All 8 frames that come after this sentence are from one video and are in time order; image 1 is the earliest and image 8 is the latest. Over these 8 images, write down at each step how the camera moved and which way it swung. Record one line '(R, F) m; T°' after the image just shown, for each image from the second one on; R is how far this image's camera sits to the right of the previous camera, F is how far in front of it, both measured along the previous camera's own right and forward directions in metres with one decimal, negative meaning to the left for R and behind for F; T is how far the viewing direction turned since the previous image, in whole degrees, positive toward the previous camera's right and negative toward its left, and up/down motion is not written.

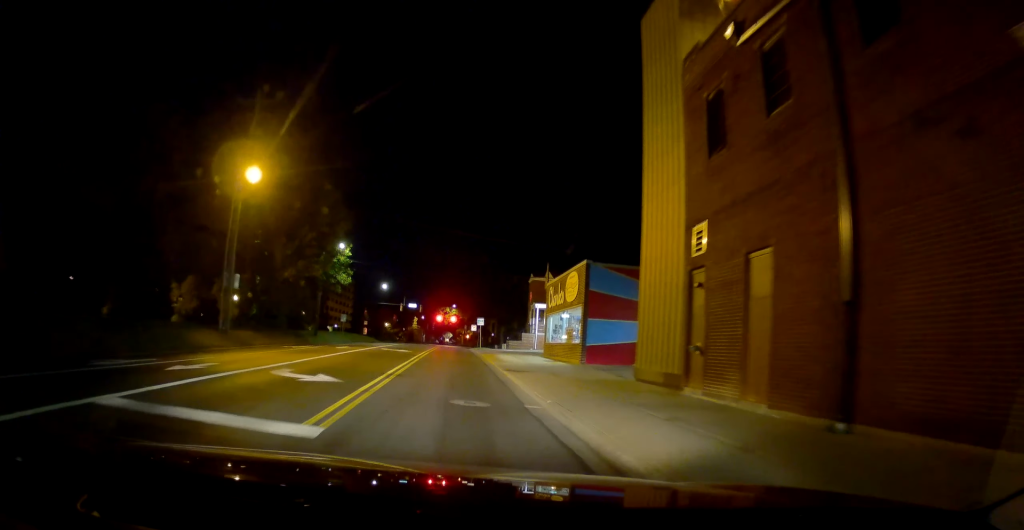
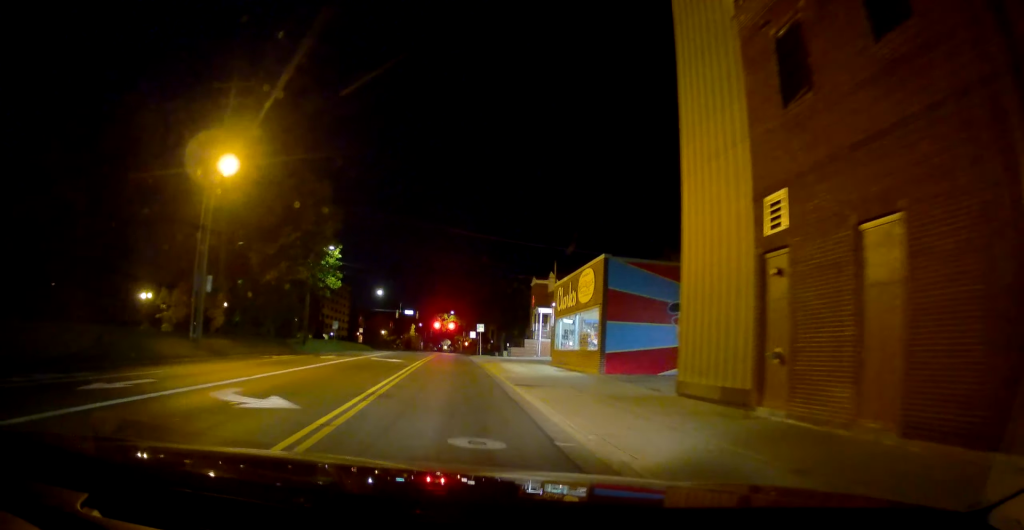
(+0.1, +3.0) m; +1°
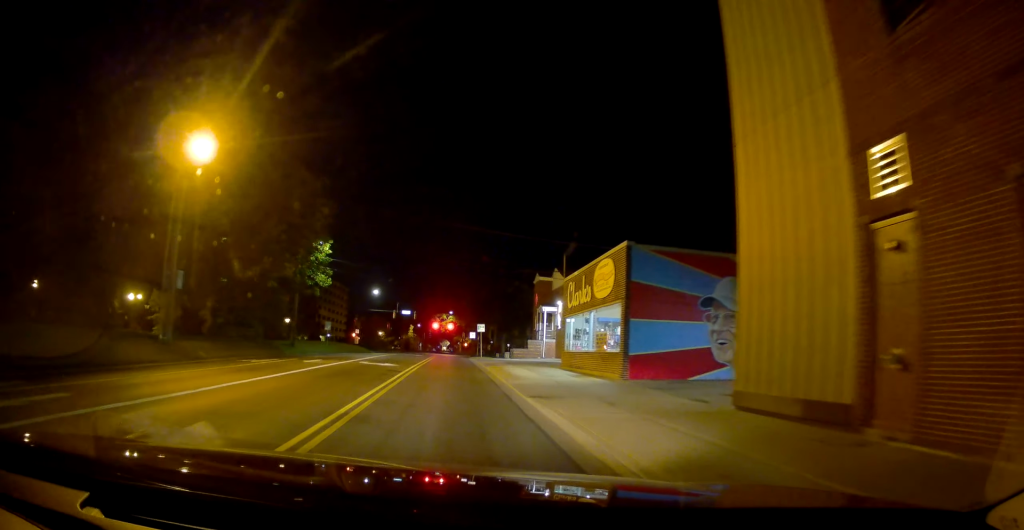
(-0.2, +3.1) m; +1°
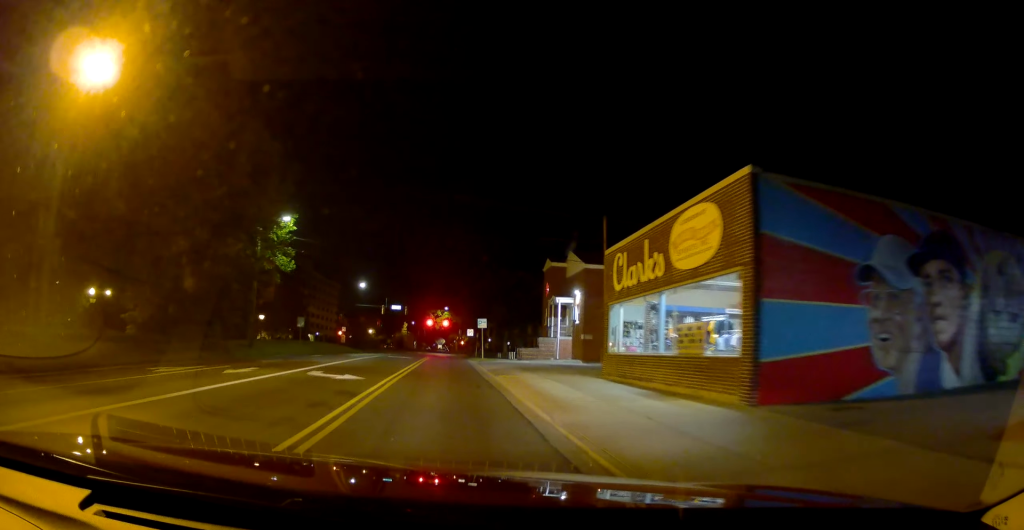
(+0.3, +8.0) m; +1°
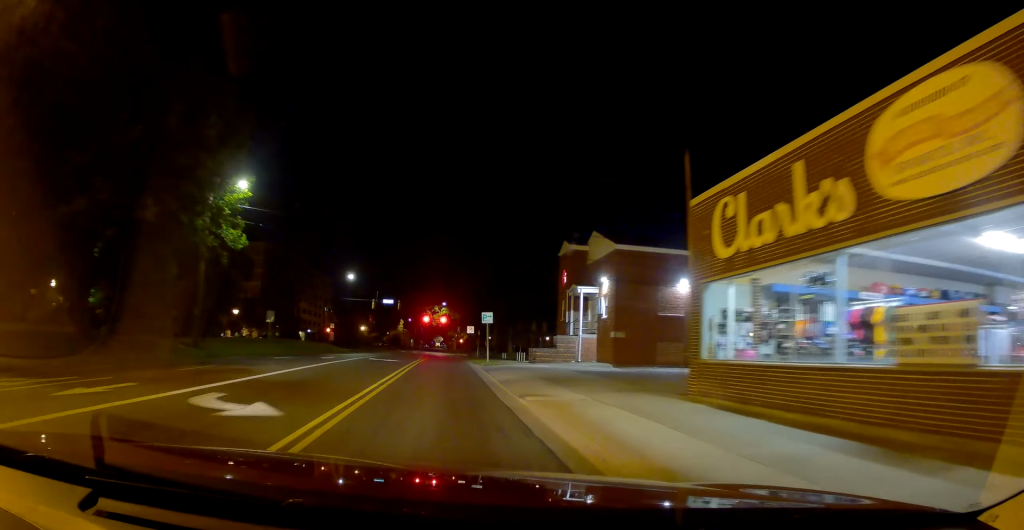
(-0.1, +7.2) m; -2°
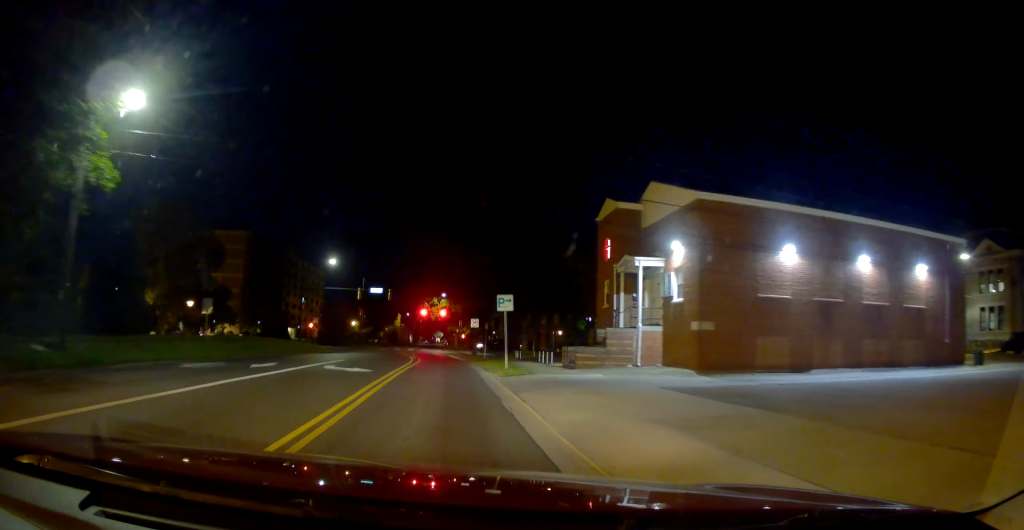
(-0.1, +10.4) m; -1°
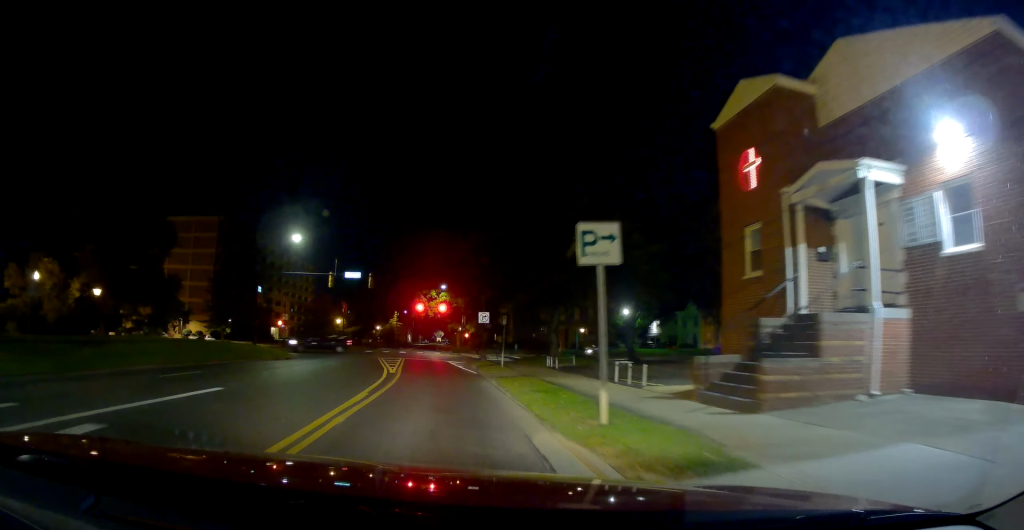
(-0.1, +14.5) m; 0°
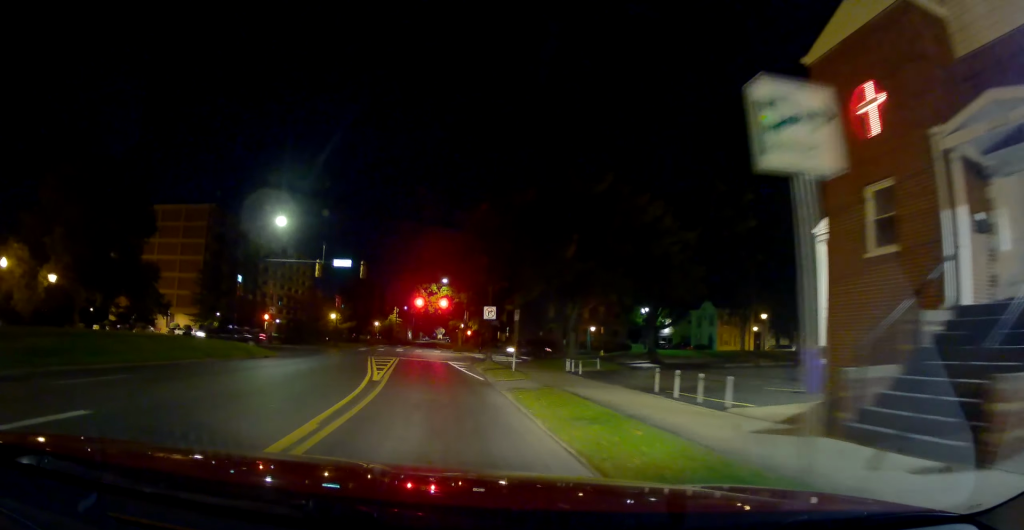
(+0.2, +5.4) m; 0°
